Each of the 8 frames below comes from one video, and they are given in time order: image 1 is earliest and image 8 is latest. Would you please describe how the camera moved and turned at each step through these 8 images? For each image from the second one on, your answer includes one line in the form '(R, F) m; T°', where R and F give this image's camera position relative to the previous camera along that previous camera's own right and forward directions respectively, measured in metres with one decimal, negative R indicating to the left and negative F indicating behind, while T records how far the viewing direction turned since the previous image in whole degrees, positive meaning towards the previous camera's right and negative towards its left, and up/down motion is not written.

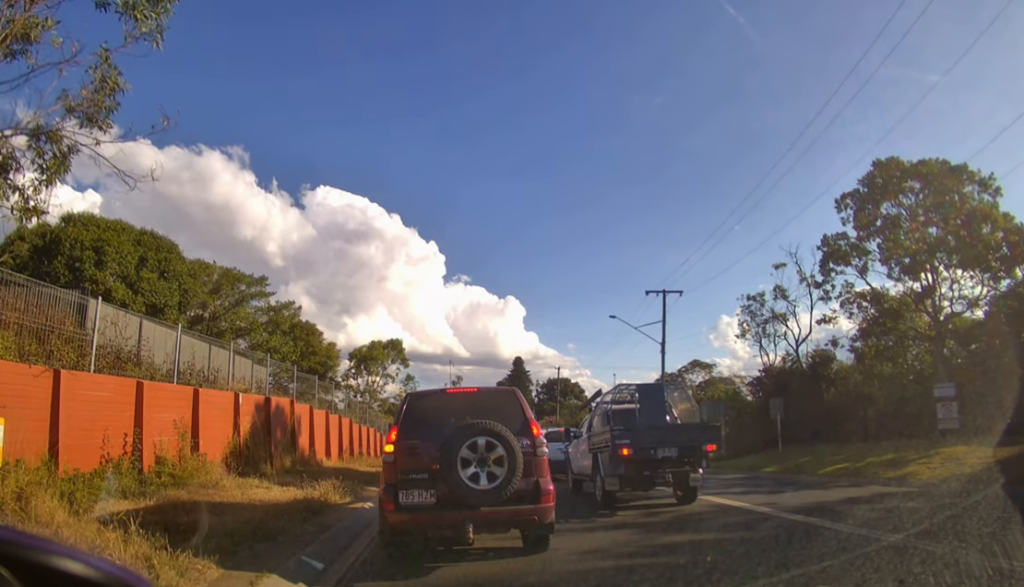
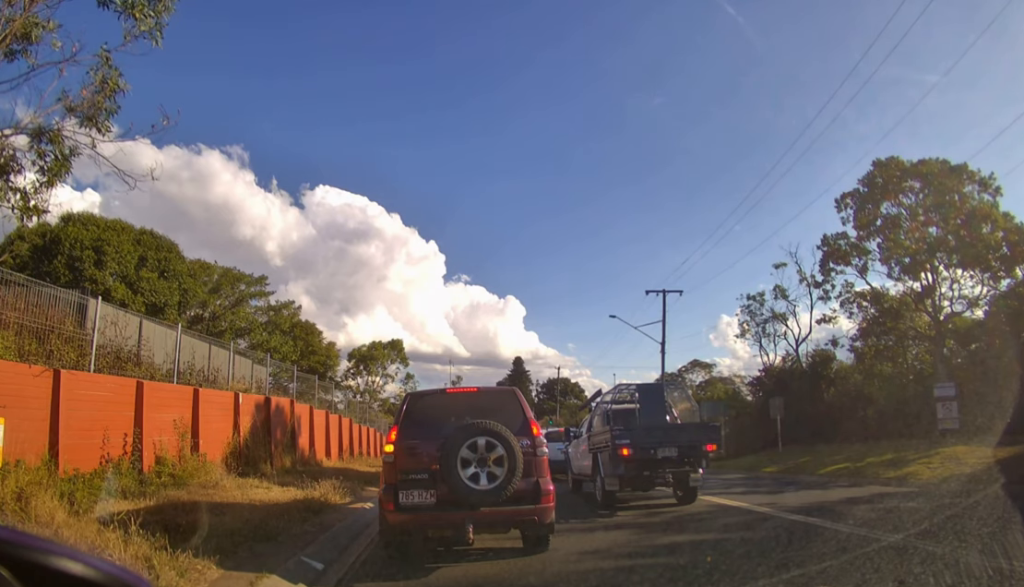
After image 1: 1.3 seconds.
(0.0, 0.0) m; 0°
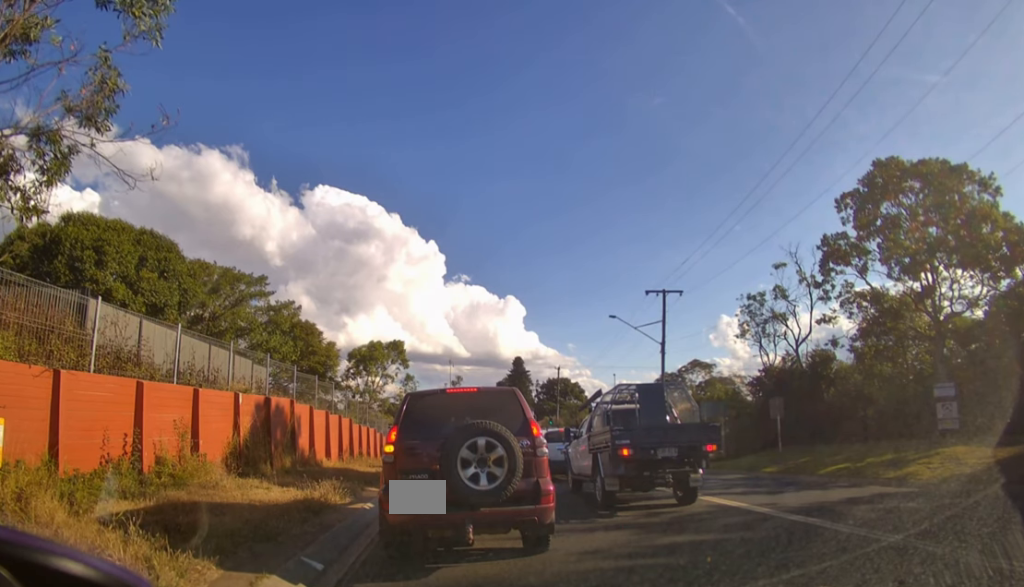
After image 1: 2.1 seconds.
(0.0, 0.0) m; 0°
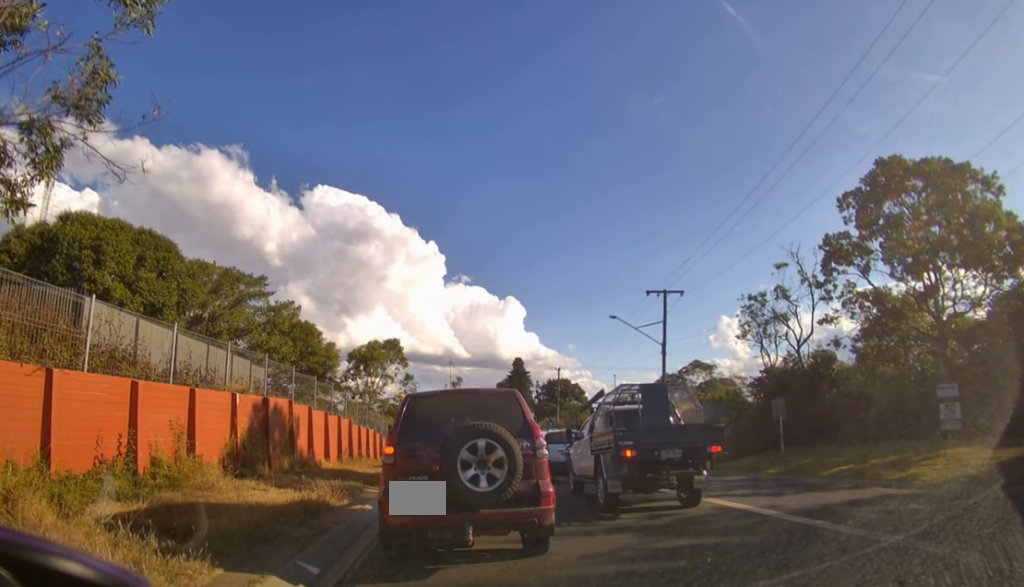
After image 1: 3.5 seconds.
(0.0, 0.0) m; 0°
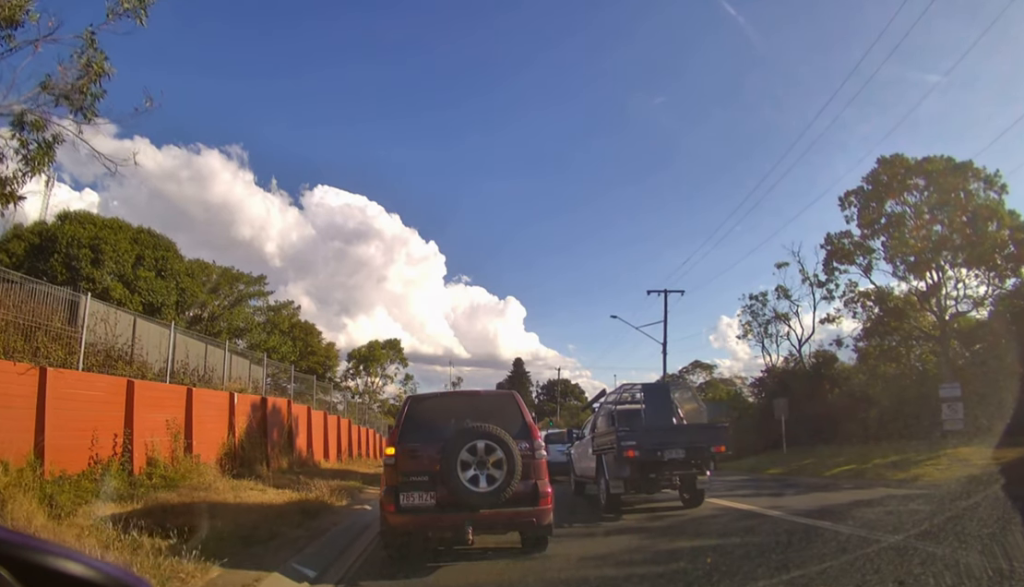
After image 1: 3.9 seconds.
(0.0, 0.0) m; 0°
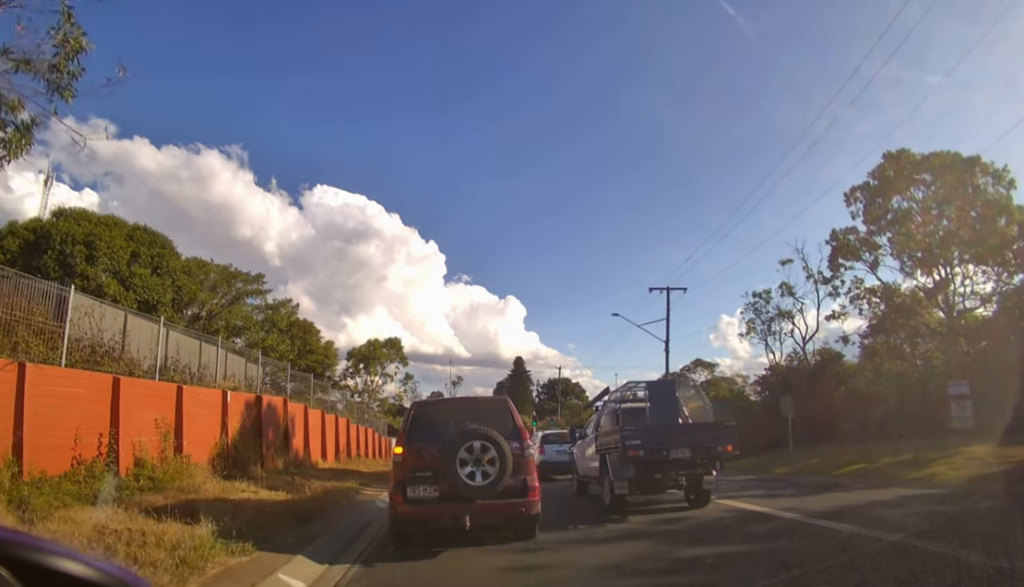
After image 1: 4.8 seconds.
(-0.1, +0.3) m; 0°
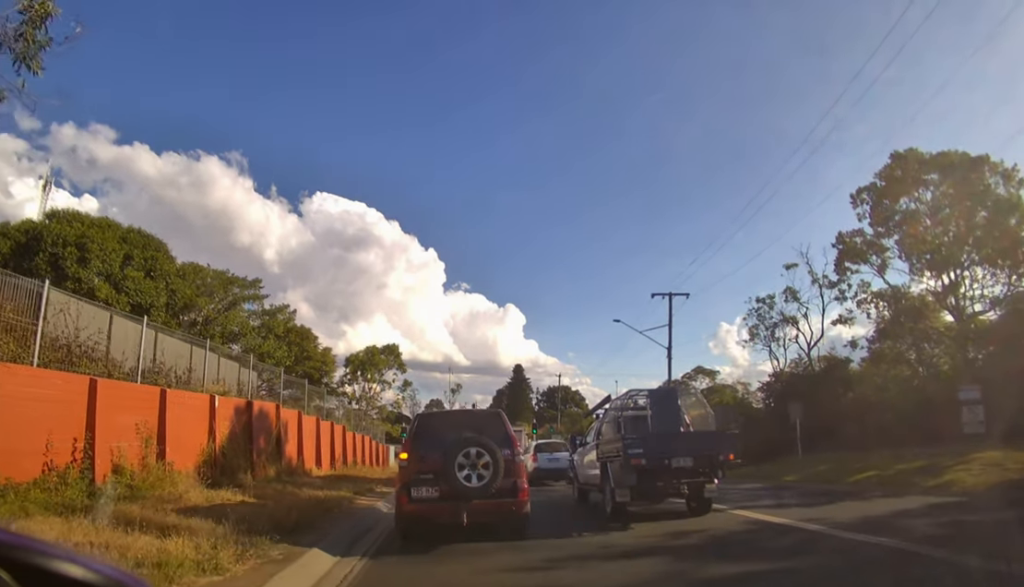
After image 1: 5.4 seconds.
(+0.1, +0.5) m; 0°
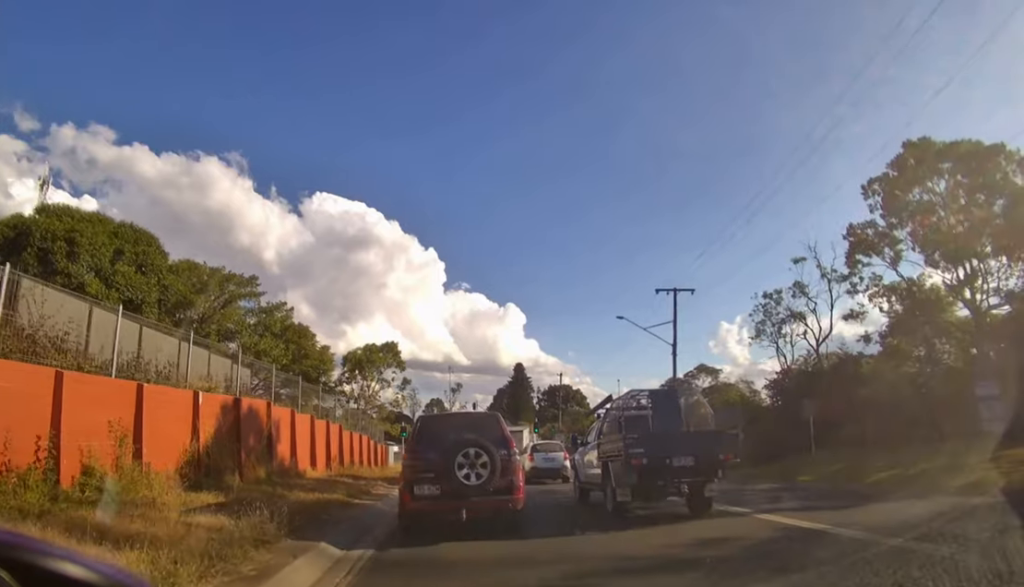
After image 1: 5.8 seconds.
(+0.1, +0.4) m; 0°
